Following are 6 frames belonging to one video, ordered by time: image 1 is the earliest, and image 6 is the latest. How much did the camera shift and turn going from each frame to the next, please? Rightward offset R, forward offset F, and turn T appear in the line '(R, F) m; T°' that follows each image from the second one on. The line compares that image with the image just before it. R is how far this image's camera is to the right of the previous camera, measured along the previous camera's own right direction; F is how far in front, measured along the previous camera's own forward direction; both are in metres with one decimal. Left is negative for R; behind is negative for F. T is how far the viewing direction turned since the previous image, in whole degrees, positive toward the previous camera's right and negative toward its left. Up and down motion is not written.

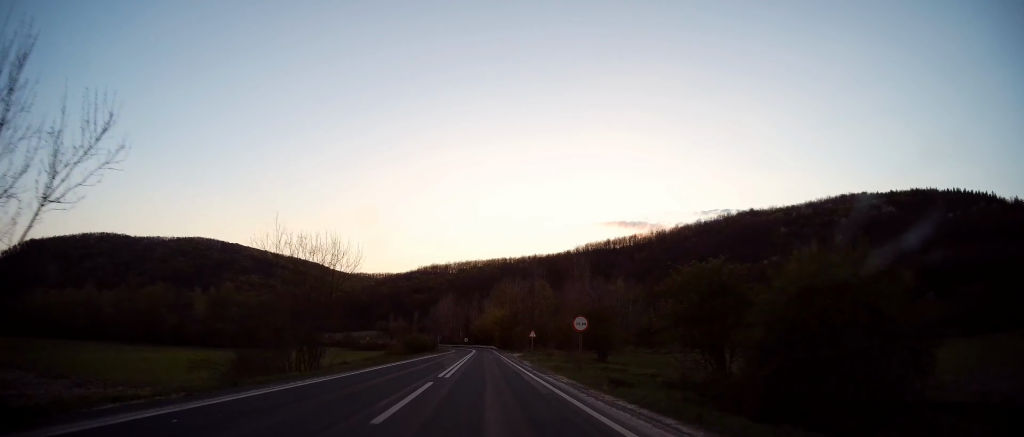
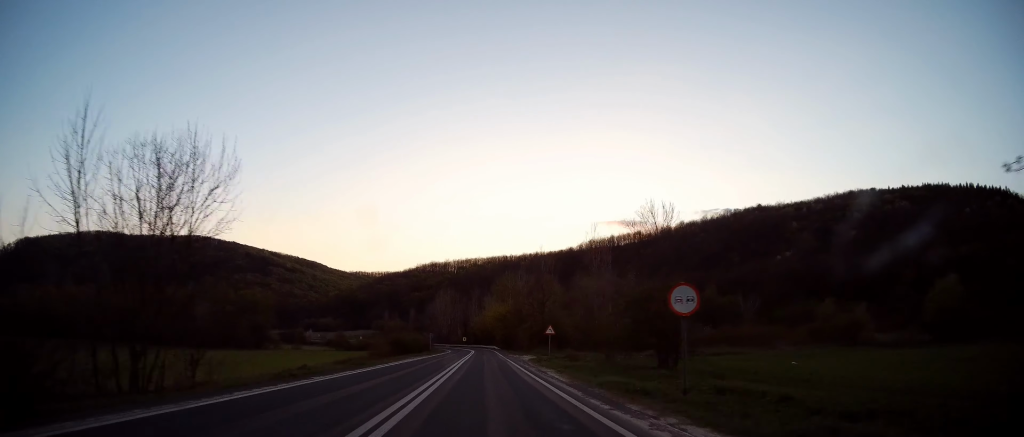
(-0.1, +14.0) m; 0°
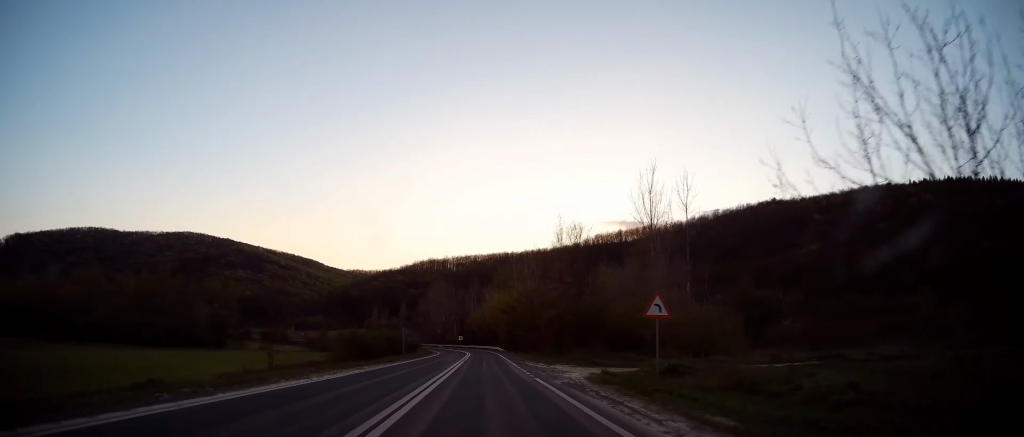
(-0.2, +25.1) m; 0°
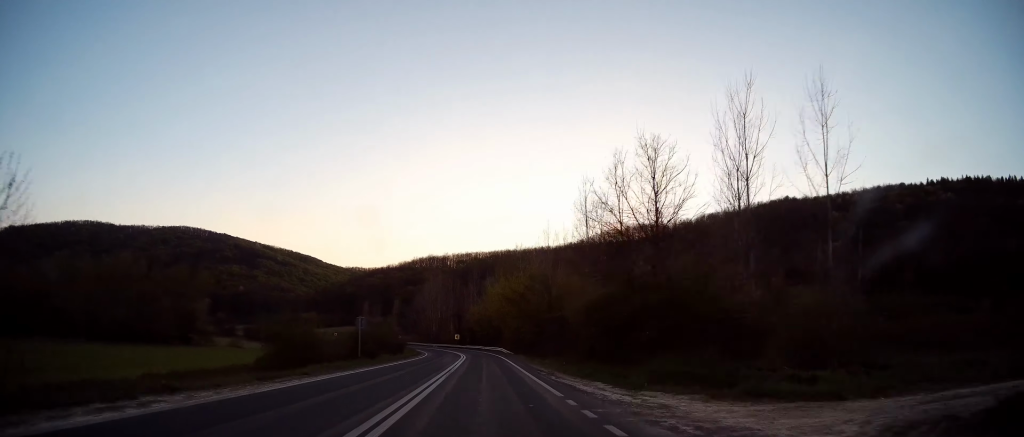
(+0.4, +17.9) m; 0°
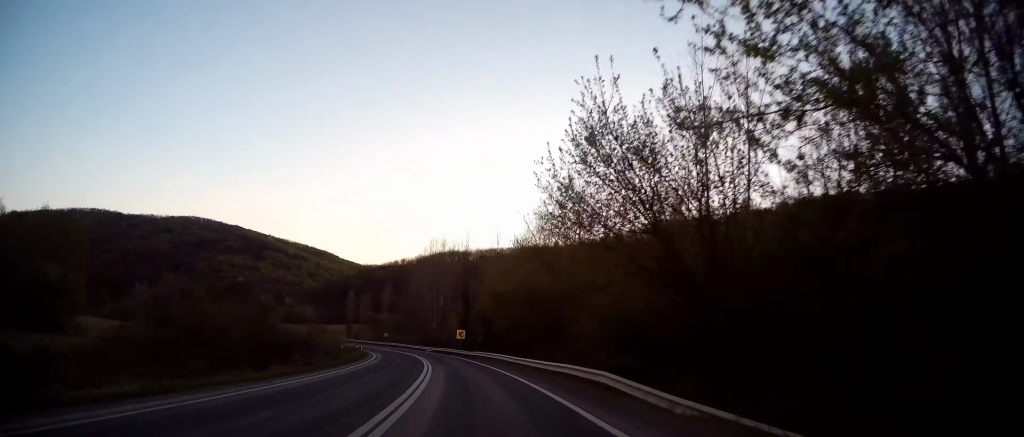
(+0.2, +50.9) m; 0°
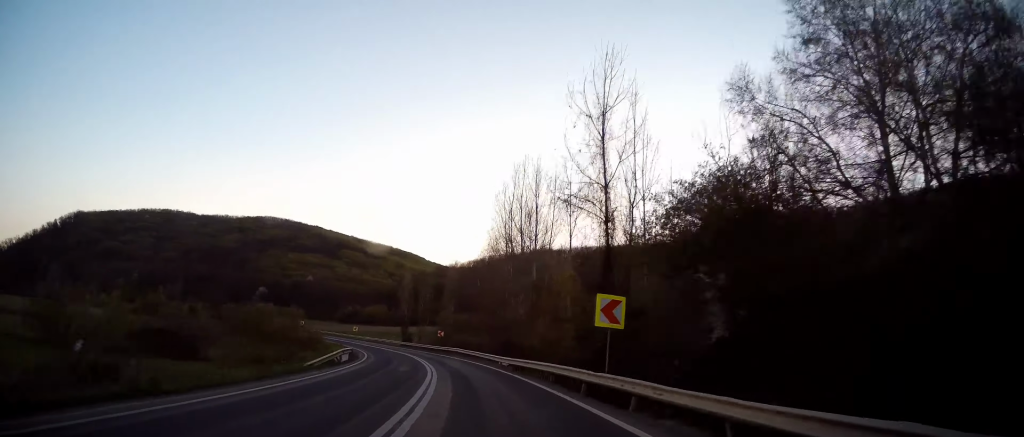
(-3.3, +41.1) m; -9°
